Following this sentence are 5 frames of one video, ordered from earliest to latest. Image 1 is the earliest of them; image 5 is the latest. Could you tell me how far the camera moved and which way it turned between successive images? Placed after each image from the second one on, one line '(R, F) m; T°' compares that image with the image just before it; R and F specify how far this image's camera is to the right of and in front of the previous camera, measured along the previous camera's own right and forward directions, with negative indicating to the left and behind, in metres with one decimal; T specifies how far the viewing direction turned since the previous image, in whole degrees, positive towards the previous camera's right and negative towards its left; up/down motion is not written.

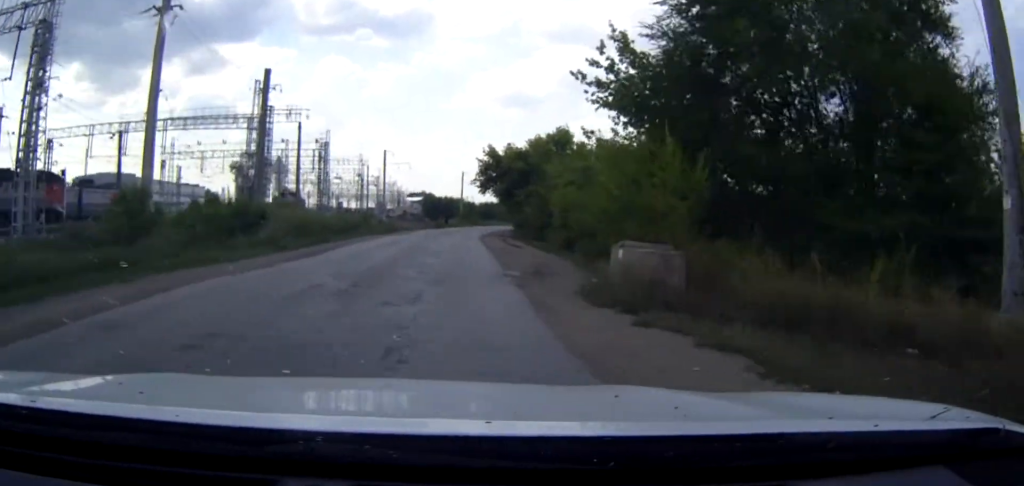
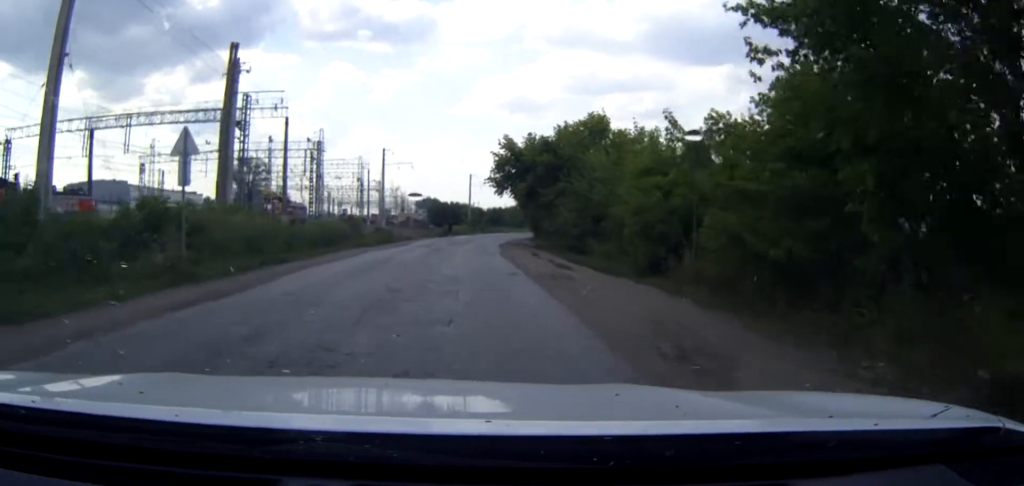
(-0.1, +12.0) m; 0°
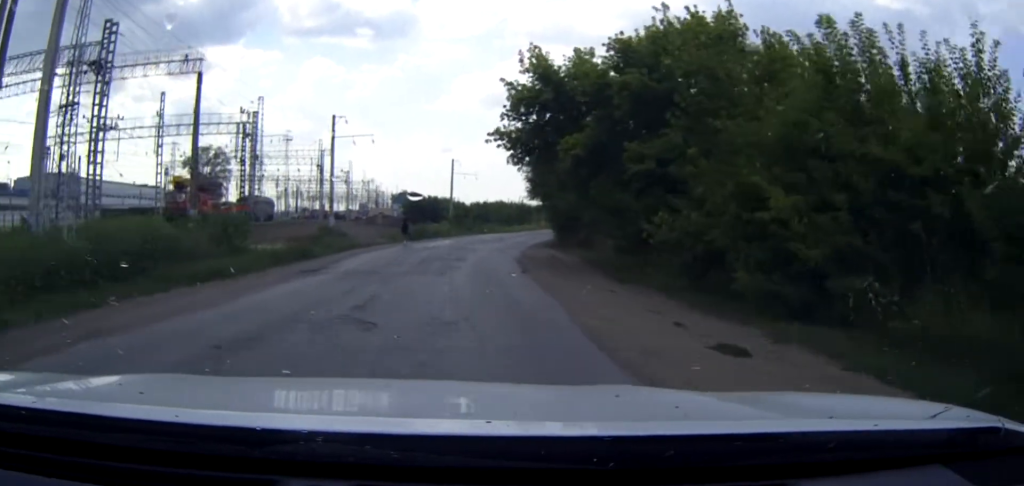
(+0.3, +26.5) m; +1°
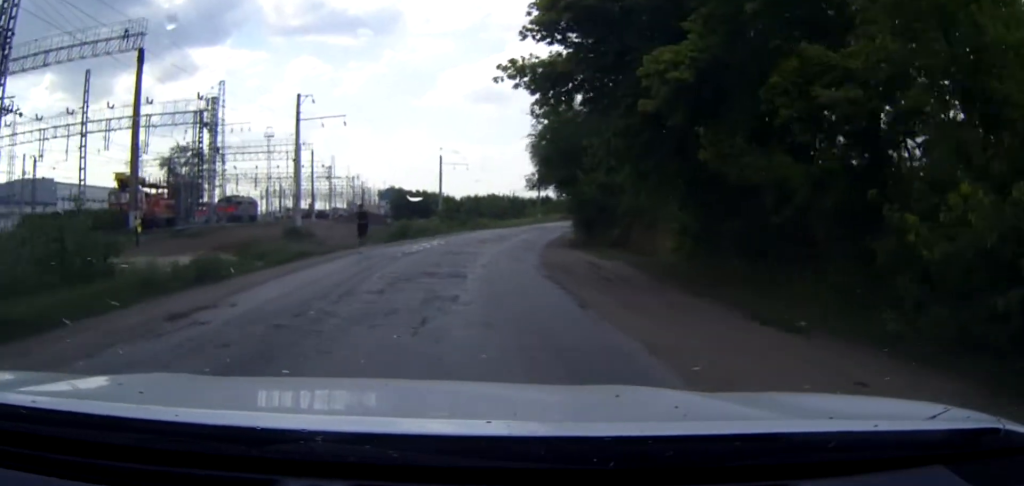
(+0.1, +10.9) m; +1°
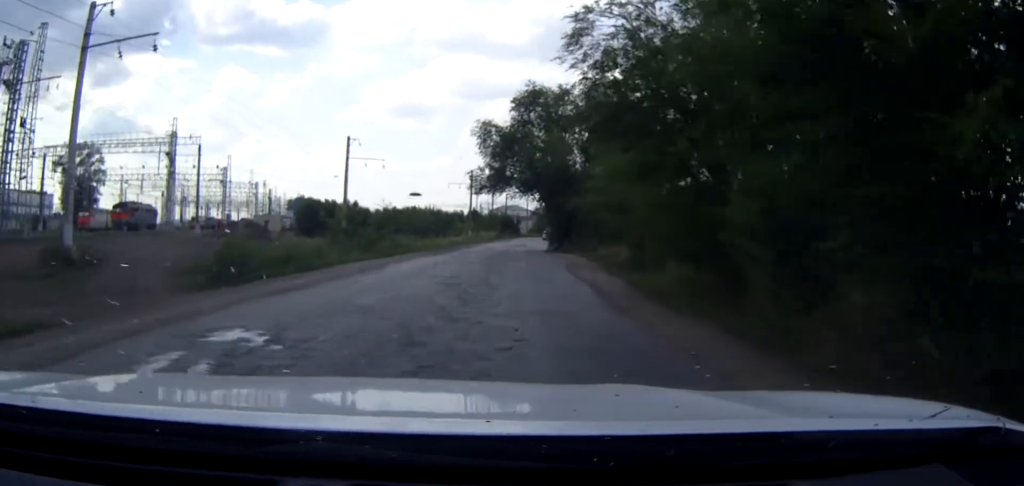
(+0.9, +27.1) m; +5°
